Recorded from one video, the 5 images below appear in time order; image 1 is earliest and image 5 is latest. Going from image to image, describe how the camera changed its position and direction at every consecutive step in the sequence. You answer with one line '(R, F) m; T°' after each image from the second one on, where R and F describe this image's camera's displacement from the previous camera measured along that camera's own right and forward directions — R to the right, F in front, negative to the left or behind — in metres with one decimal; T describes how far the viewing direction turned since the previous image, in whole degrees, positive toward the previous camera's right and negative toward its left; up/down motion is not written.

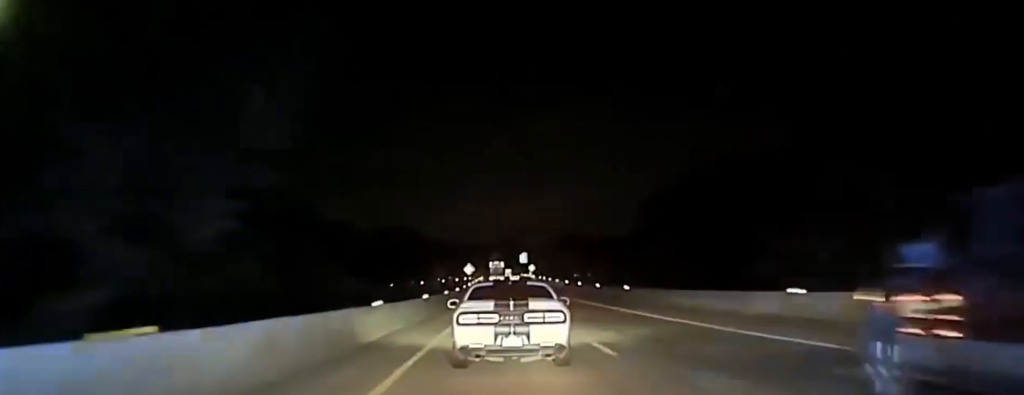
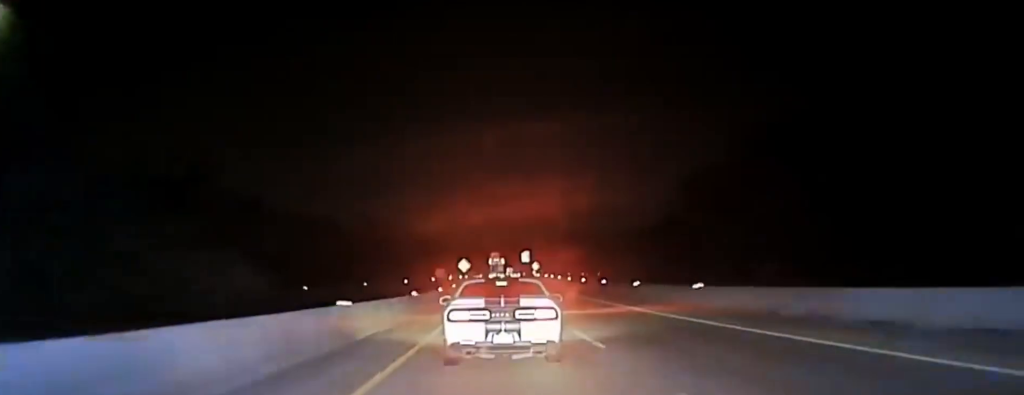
(+0.2, +23.5) m; 0°
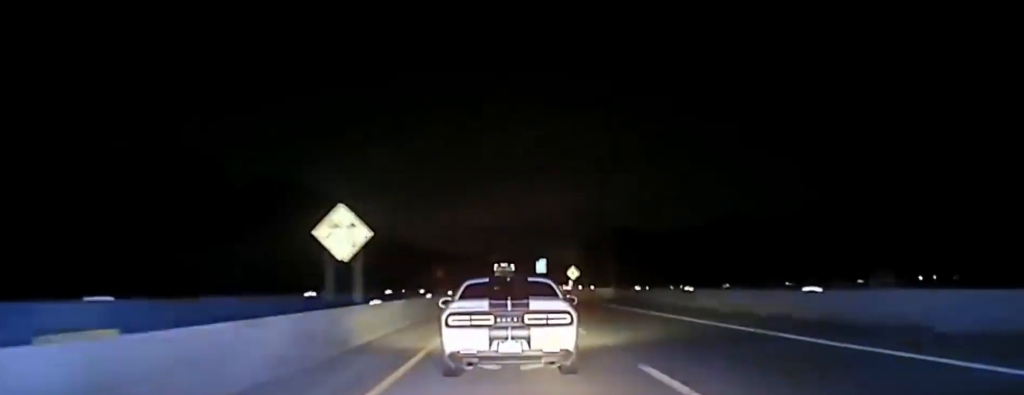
(-0.9, +106.6) m; -1°
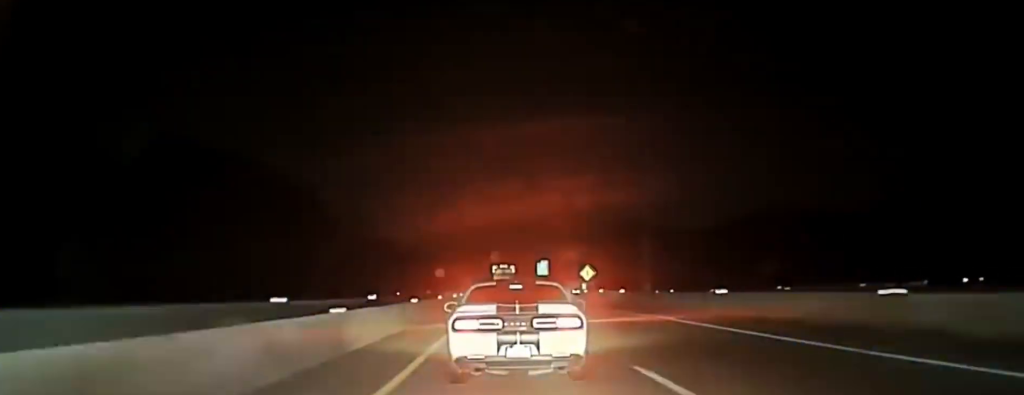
(-0.2, +24.4) m; 0°
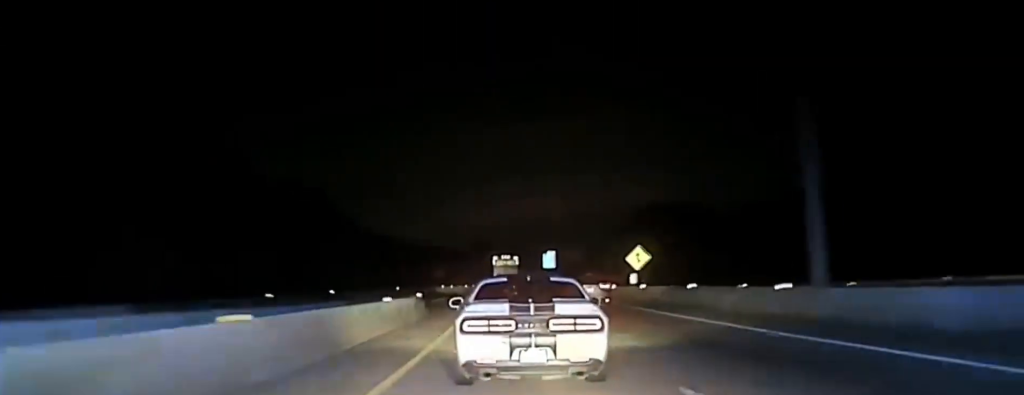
(+0.3, +40.1) m; 0°
